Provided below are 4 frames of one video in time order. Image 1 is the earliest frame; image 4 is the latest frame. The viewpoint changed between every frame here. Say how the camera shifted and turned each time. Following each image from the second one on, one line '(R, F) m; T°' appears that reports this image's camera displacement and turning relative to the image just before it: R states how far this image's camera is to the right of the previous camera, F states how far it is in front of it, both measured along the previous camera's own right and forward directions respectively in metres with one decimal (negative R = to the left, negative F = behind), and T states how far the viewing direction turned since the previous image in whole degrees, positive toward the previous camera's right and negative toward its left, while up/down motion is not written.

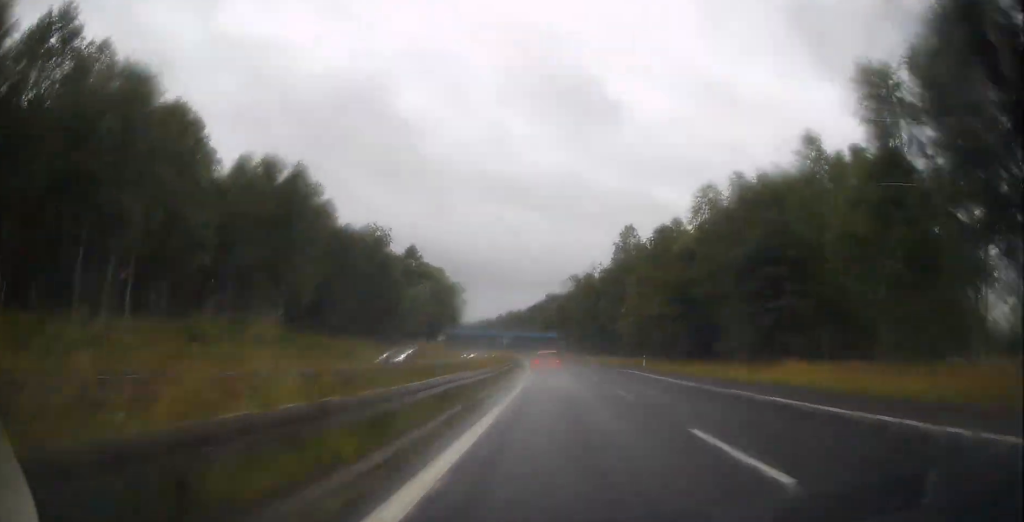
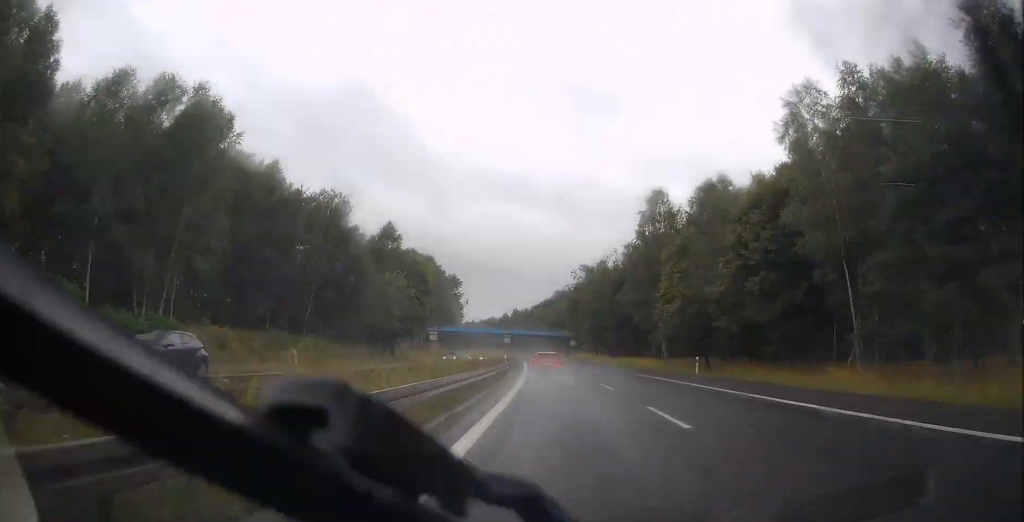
(0.0, +18.7) m; 0°
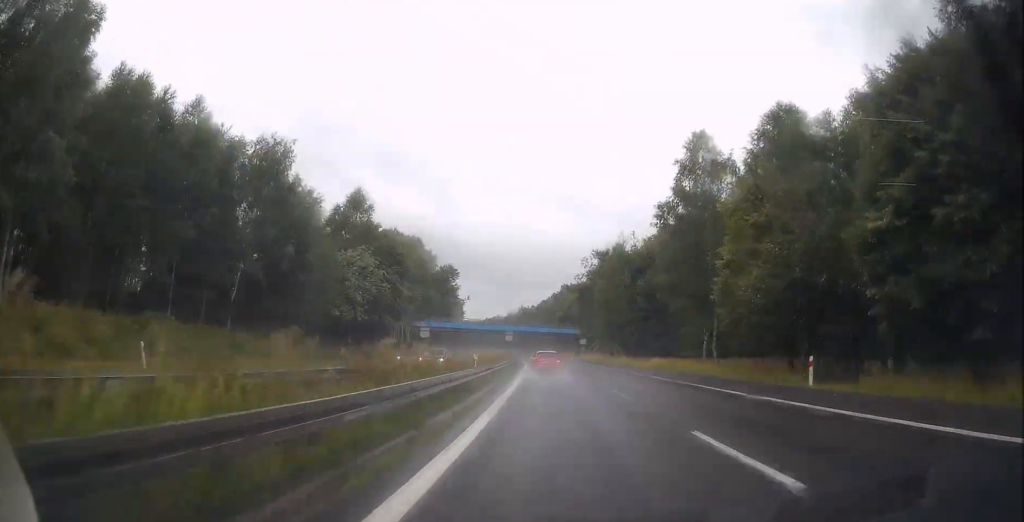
(-0.1, +16.6) m; -1°
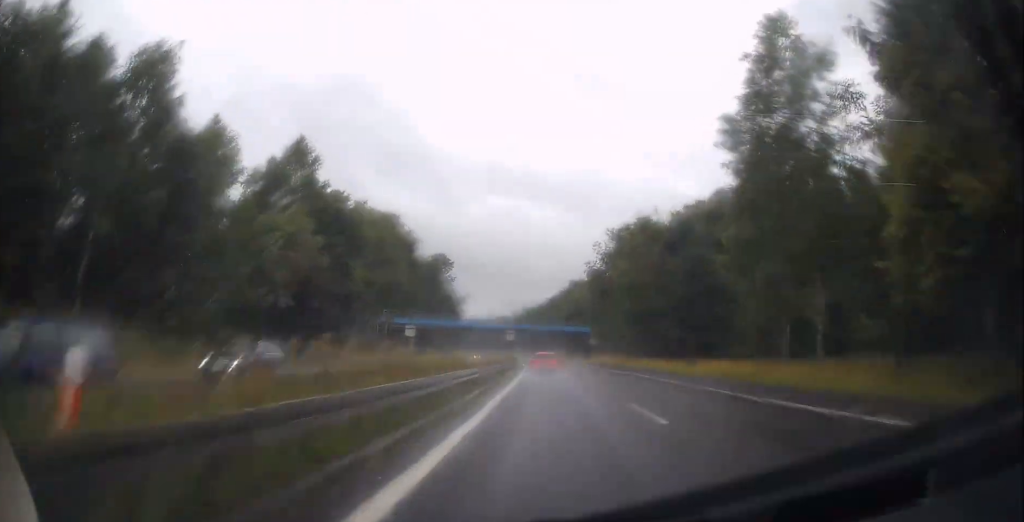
(0.0, +17.7) m; -1°
